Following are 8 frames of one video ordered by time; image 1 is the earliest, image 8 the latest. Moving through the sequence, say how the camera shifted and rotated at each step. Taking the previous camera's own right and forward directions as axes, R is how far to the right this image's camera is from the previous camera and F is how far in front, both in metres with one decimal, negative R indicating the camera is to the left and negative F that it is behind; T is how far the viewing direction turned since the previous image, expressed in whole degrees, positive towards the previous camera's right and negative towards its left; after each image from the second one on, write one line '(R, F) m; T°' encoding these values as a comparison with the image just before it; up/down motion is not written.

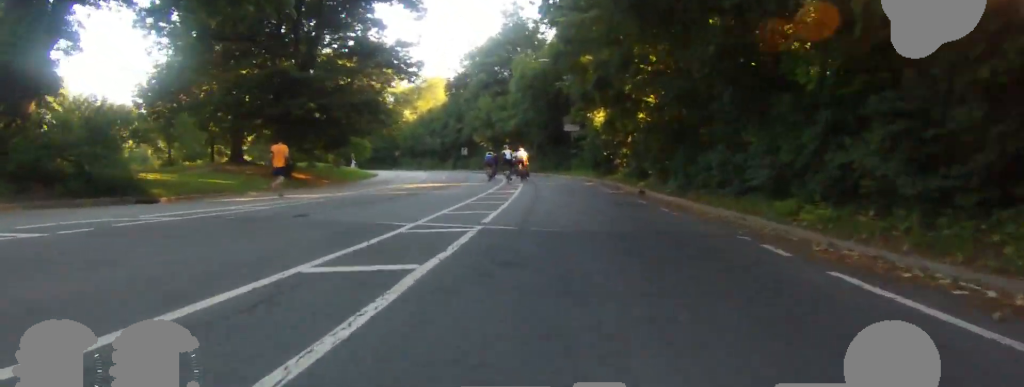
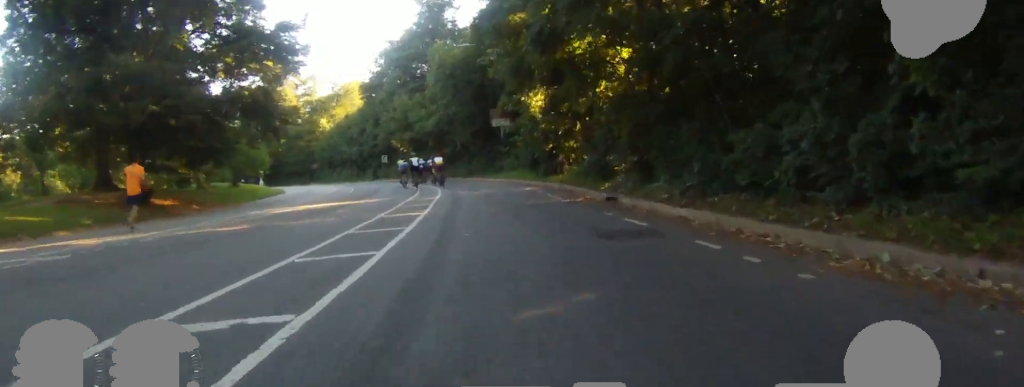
(-0.3, +7.7) m; -4°
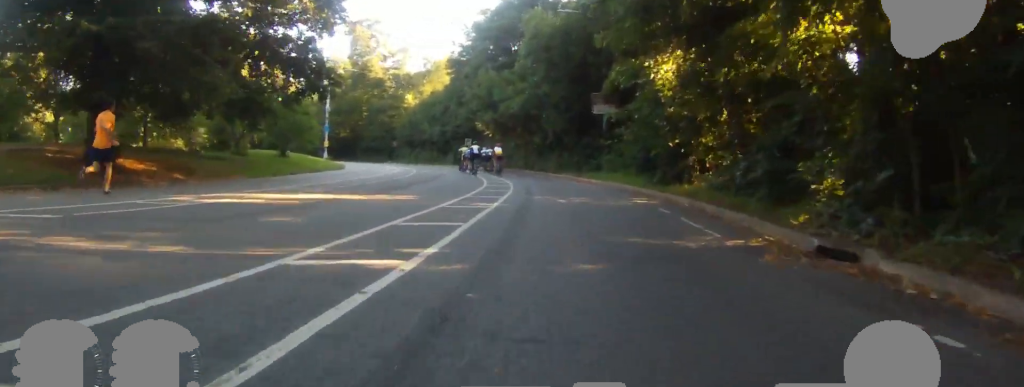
(-0.2, +8.4) m; -8°
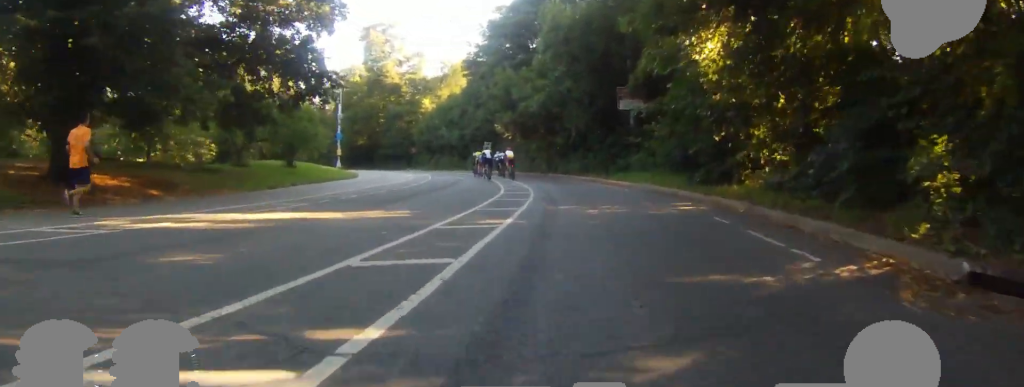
(-0.3, +2.7) m; -3°
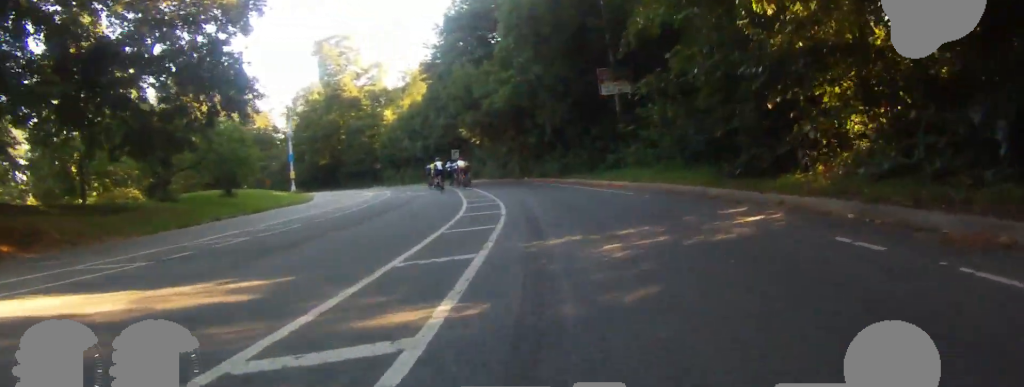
(-0.3, +5.3) m; -4°
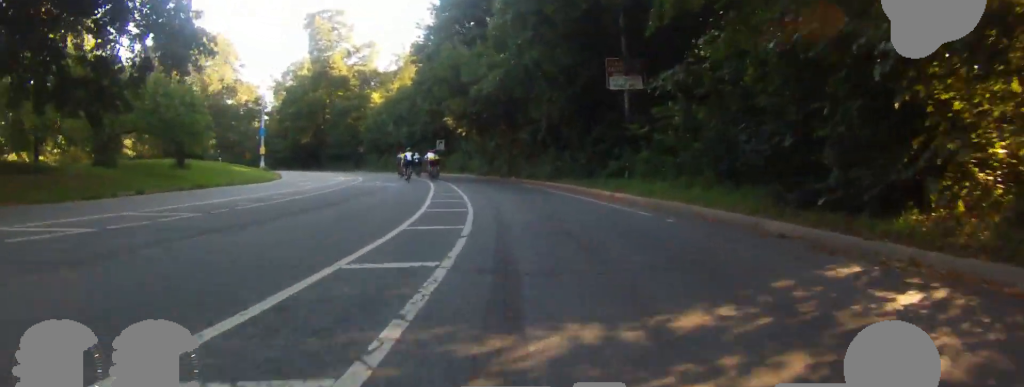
(0.0, +4.1) m; 0°
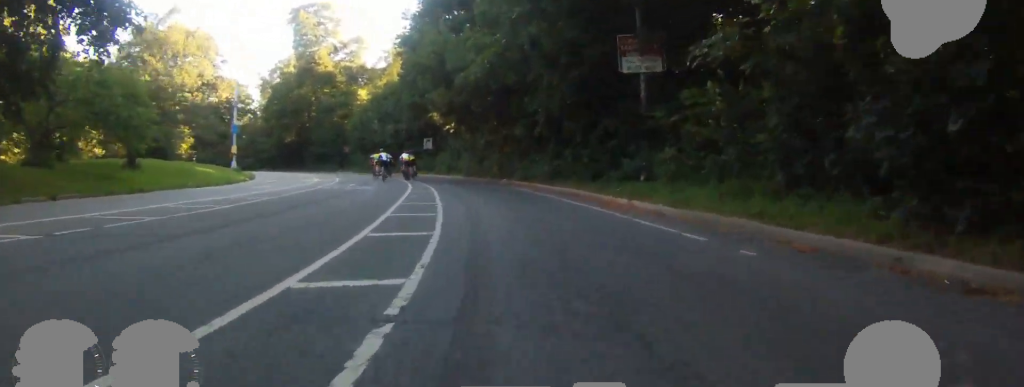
(0.0, +4.0) m; 0°
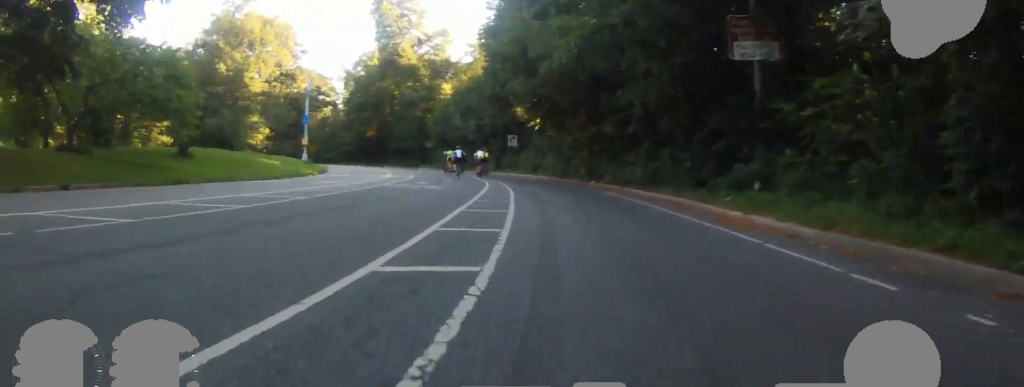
(0.0, +2.8) m; 0°
